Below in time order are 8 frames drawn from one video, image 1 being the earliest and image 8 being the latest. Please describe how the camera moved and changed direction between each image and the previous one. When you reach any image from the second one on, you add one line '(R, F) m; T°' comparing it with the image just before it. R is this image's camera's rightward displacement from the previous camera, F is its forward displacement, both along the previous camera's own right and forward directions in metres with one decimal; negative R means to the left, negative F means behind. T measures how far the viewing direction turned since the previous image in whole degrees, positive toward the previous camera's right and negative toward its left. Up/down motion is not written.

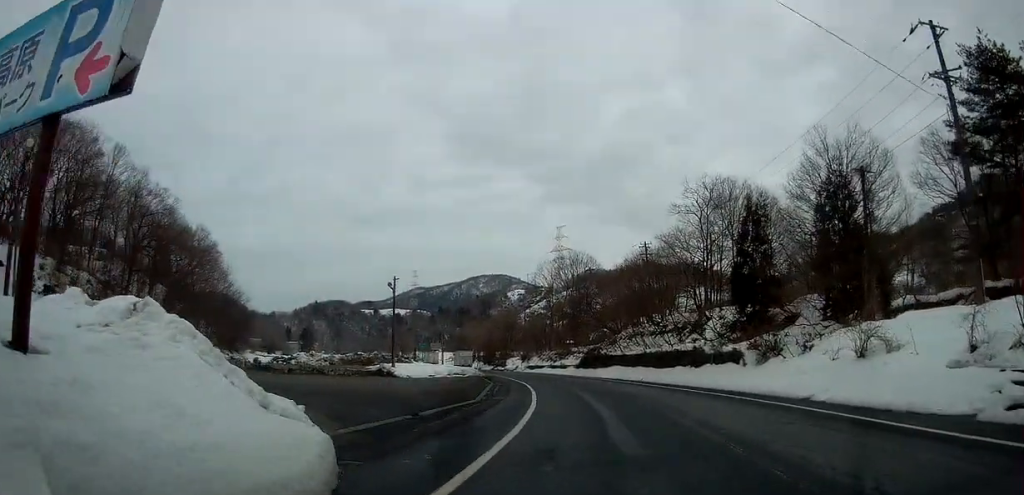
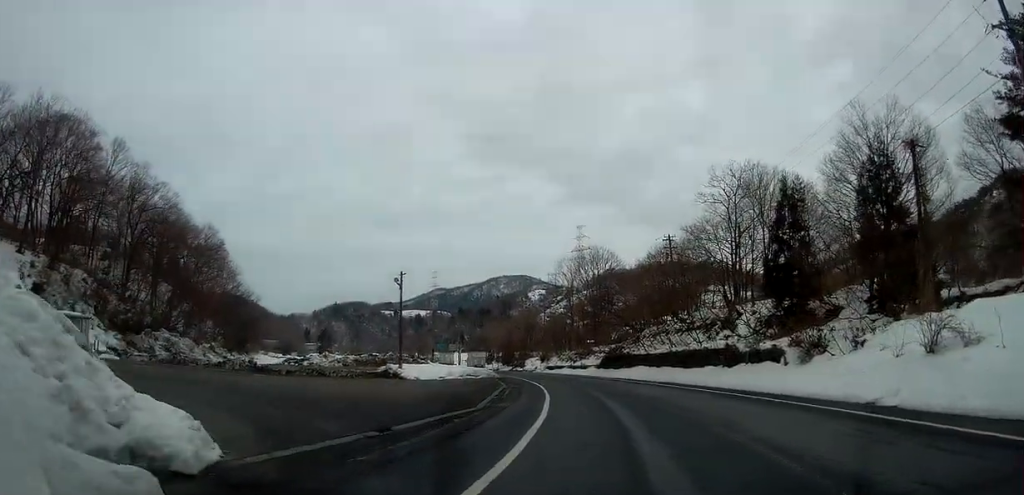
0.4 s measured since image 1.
(0.0, +3.2) m; -4°
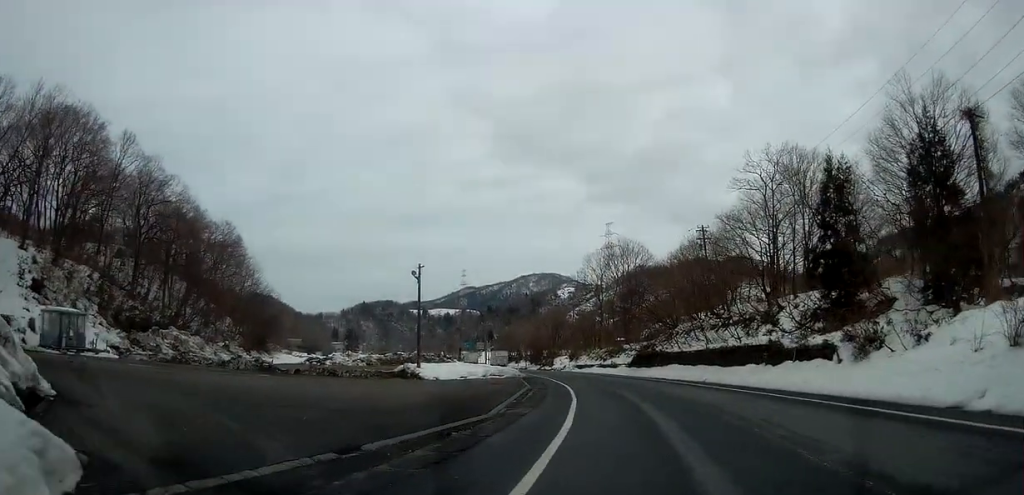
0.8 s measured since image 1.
(-0.2, +2.3) m; -8°
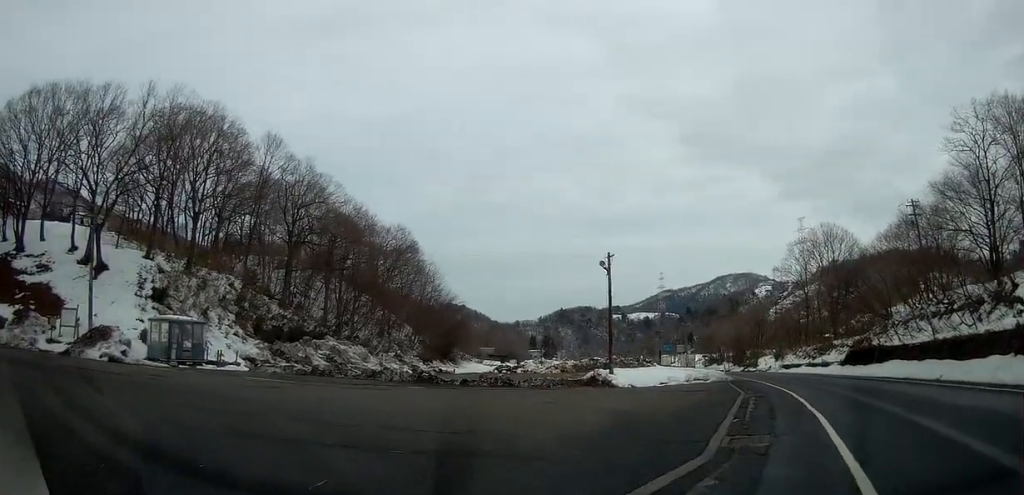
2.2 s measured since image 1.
(-1.5, +5.4) m; -23°
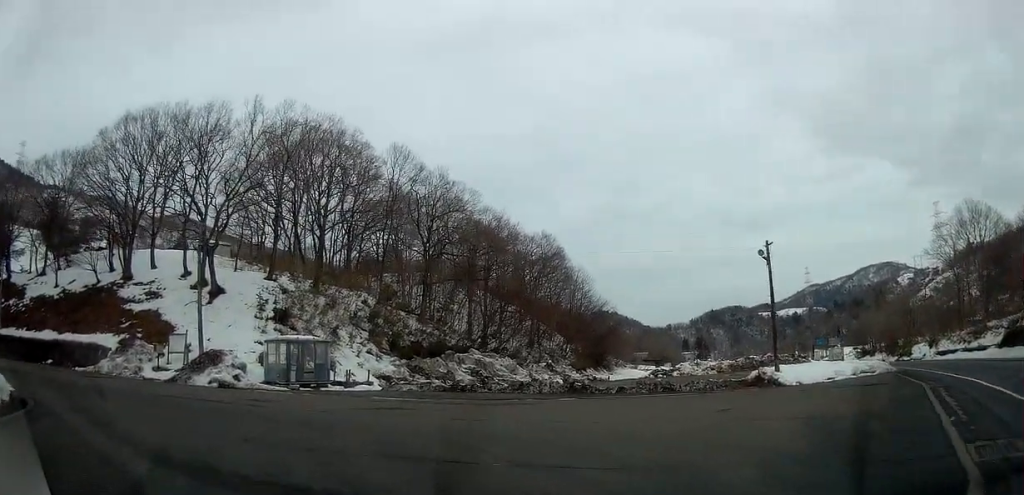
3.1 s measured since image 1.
(-0.1, +2.9) m; -9°
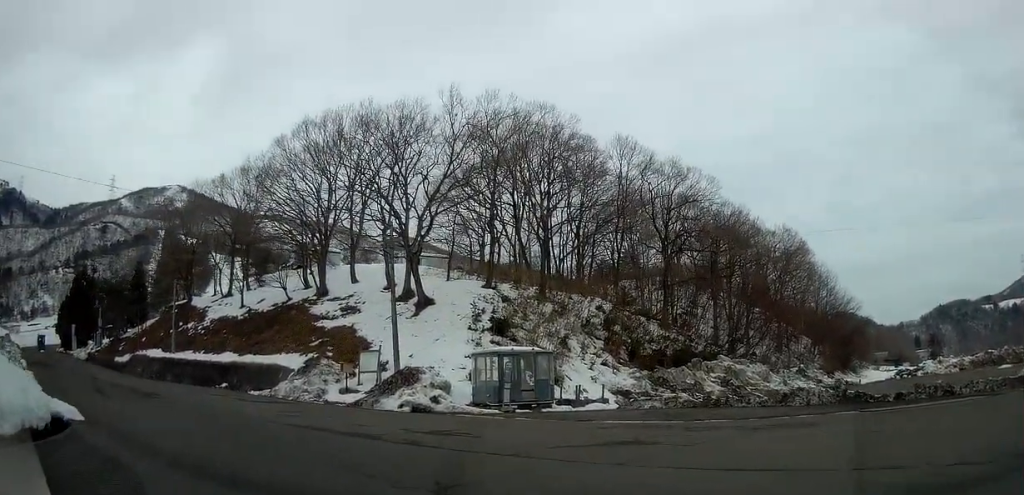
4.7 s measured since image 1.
(-1.5, +6.2) m; -28°
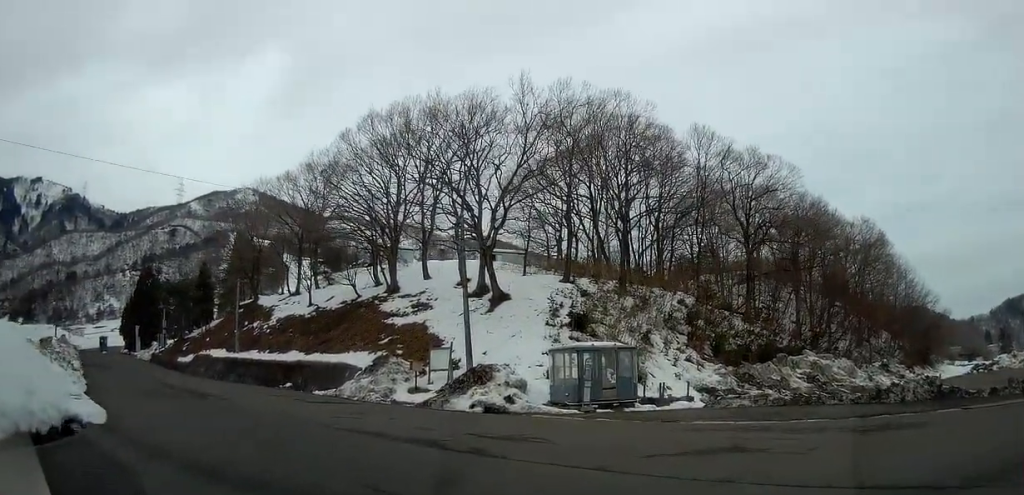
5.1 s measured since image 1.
(0.0, +2.2) m; -7°
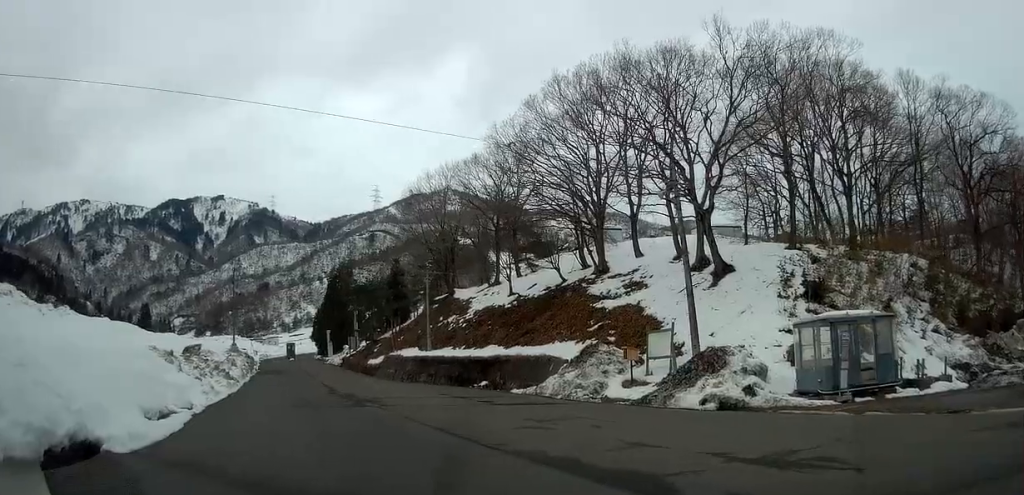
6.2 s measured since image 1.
(-0.9, +5.5) m; -19°
